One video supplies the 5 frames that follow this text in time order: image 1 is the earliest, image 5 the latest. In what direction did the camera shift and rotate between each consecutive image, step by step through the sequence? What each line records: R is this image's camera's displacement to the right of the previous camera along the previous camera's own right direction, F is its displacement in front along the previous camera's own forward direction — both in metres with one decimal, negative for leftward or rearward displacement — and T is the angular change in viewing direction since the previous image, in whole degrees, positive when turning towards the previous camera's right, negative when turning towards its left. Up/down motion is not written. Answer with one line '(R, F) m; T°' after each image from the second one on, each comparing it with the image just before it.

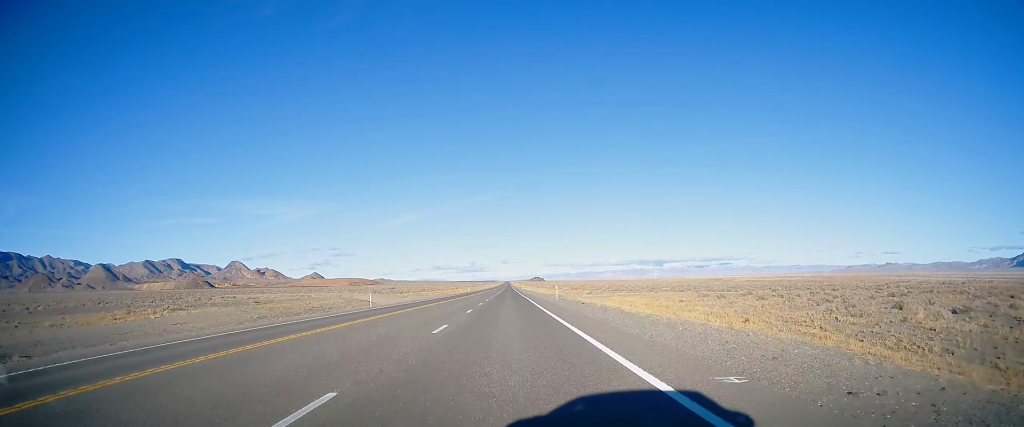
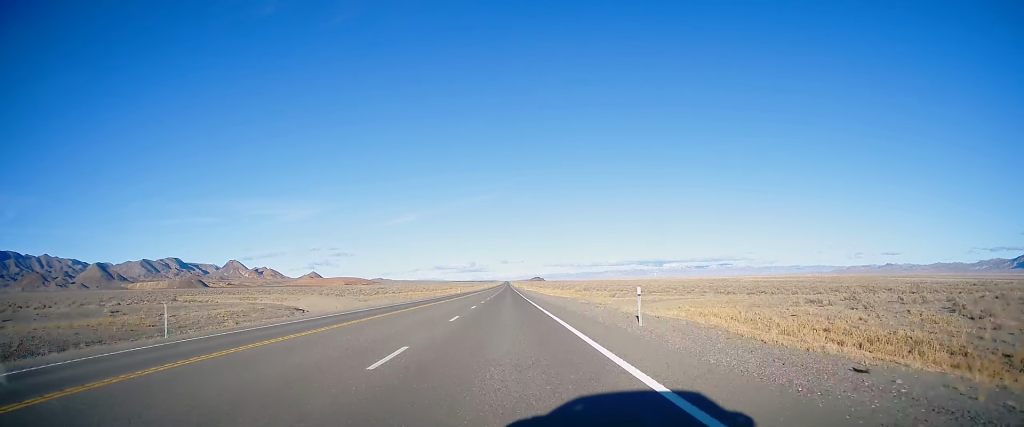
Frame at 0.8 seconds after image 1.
(+0.1, +31.3) m; 0°
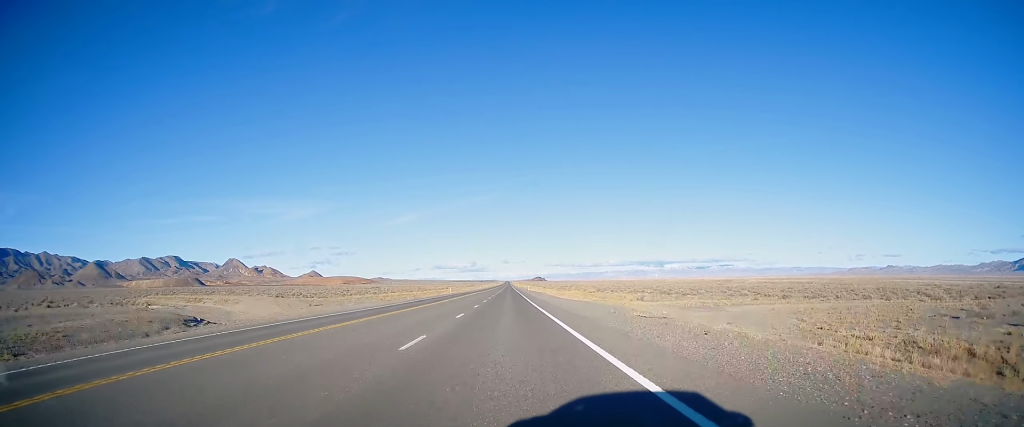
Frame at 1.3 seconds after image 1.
(+0.2, +21.8) m; 0°
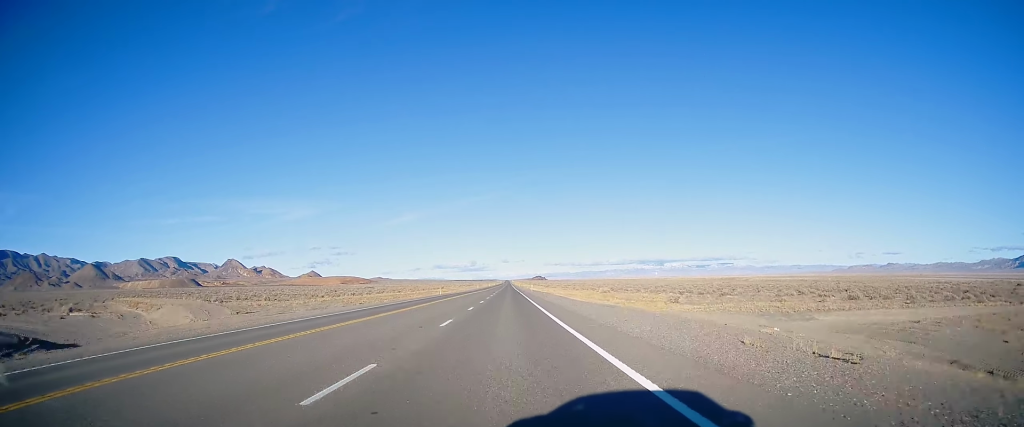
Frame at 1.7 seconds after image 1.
(-0.1, +17.7) m; 0°
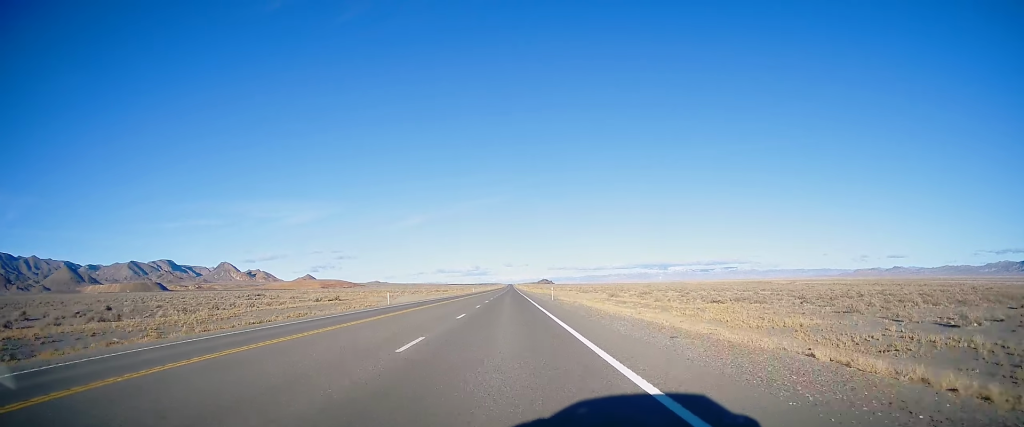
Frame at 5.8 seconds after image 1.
(-0.4, +165.2) m; 0°
